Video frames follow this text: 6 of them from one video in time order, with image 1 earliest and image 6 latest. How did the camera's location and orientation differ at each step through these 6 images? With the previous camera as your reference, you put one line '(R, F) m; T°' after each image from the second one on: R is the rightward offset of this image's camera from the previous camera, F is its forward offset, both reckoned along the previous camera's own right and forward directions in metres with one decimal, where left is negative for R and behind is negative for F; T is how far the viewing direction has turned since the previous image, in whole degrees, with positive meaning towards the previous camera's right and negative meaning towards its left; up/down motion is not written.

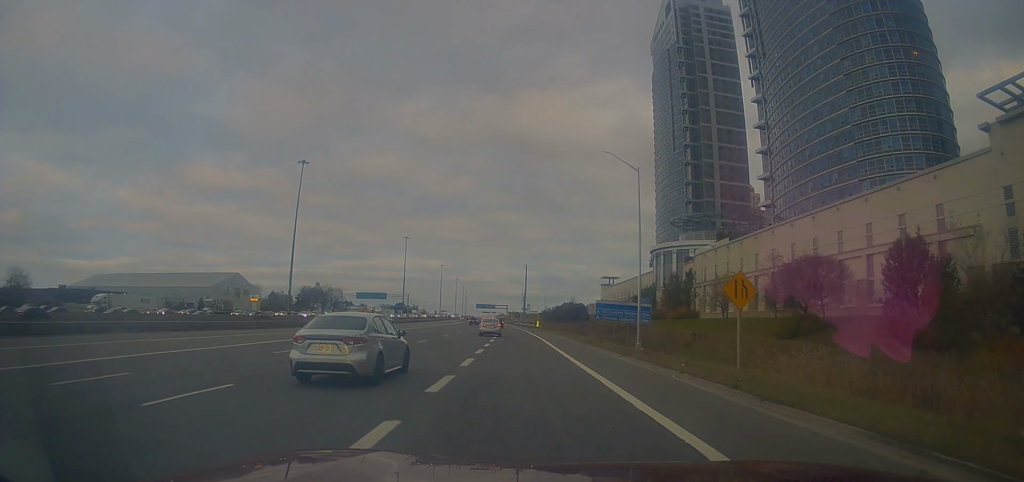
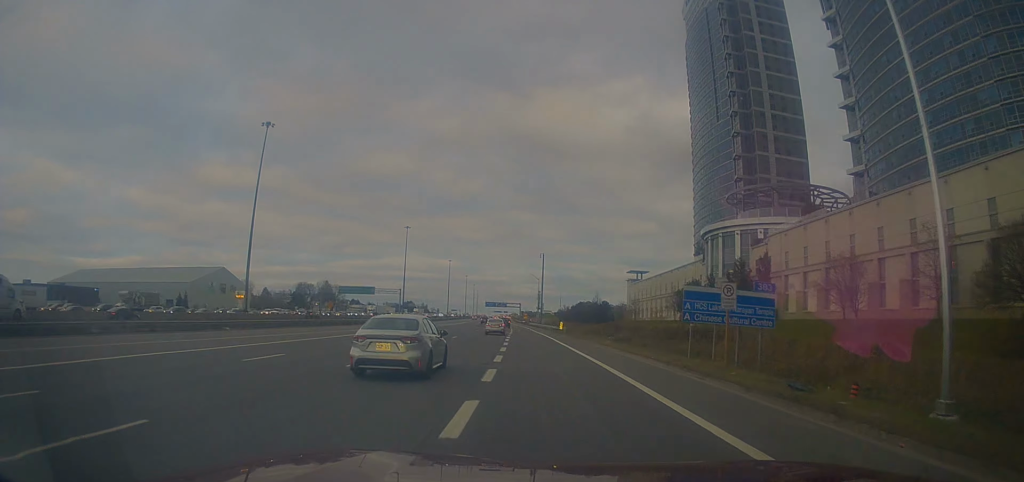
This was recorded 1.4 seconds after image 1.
(-0.7, +28.2) m; -3°
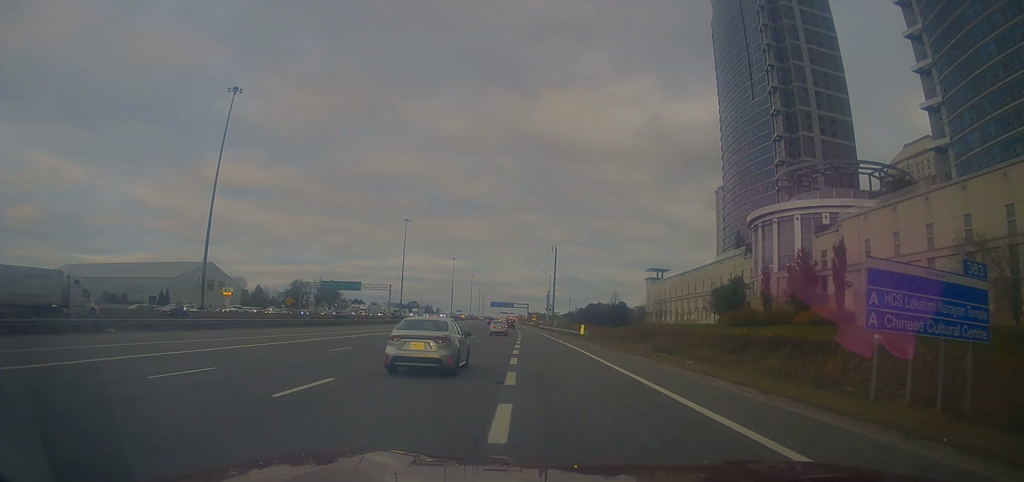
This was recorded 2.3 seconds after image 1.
(-0.2, +18.2) m; +1°
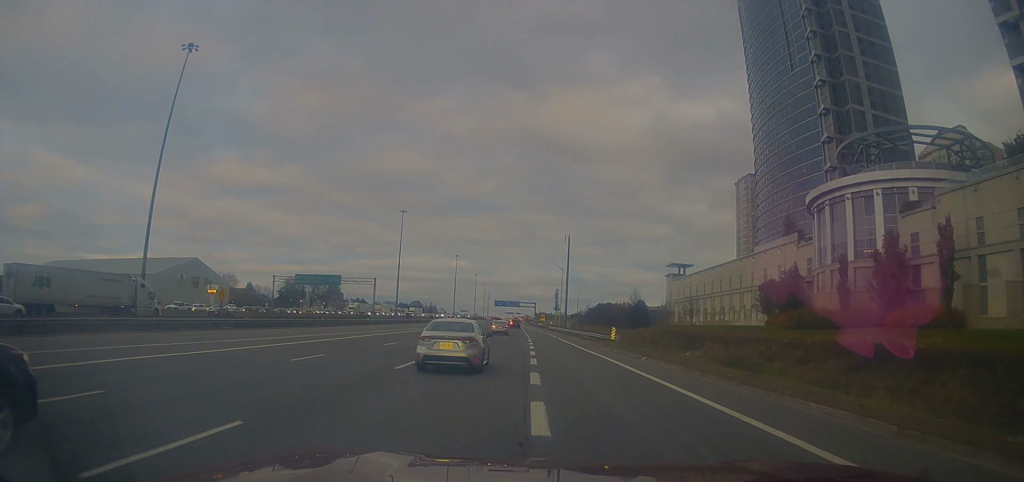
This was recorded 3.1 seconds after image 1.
(+0.6, +17.5) m; 0°
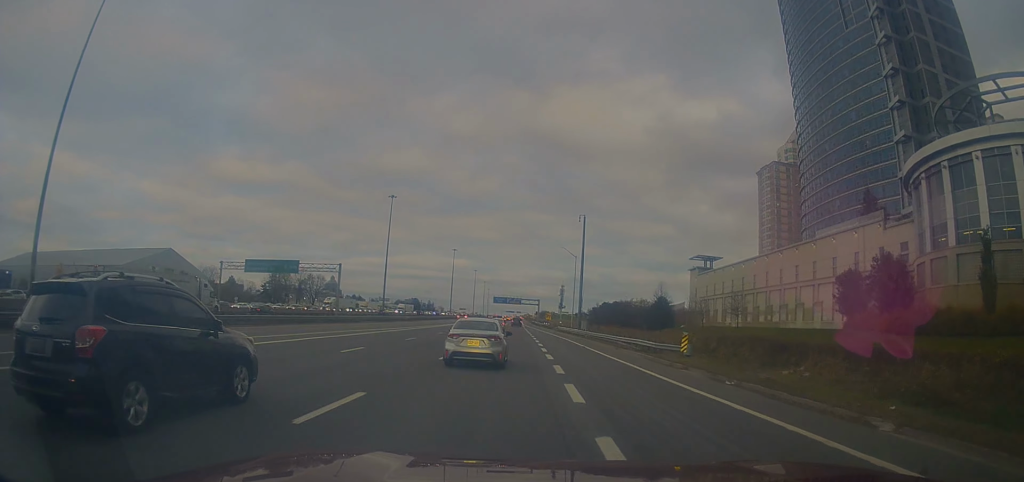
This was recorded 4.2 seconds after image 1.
(-0.4, +21.0) m; -1°
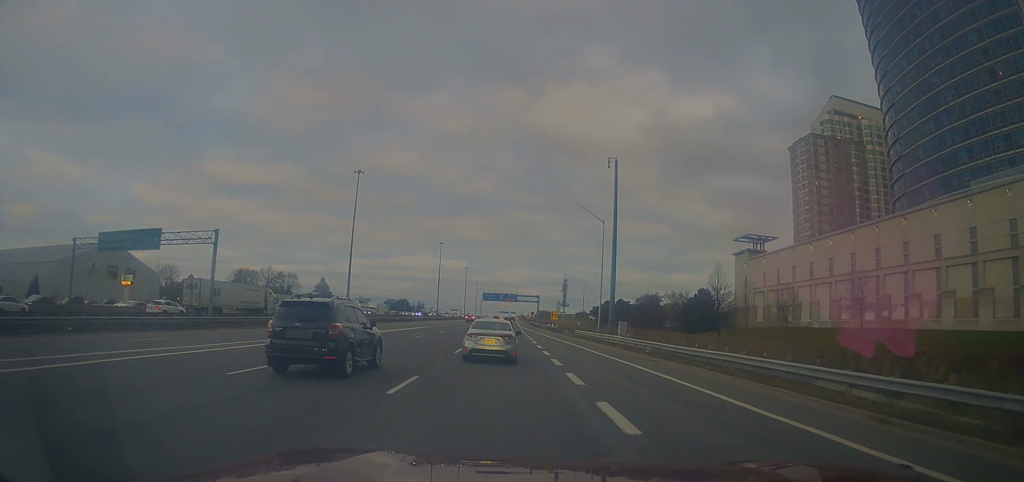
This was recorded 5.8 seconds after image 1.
(-0.1, +32.8) m; 0°
